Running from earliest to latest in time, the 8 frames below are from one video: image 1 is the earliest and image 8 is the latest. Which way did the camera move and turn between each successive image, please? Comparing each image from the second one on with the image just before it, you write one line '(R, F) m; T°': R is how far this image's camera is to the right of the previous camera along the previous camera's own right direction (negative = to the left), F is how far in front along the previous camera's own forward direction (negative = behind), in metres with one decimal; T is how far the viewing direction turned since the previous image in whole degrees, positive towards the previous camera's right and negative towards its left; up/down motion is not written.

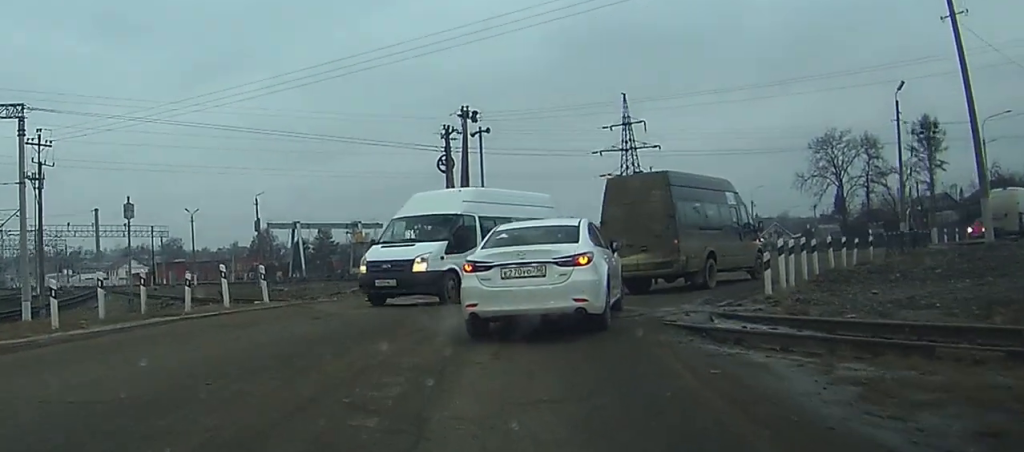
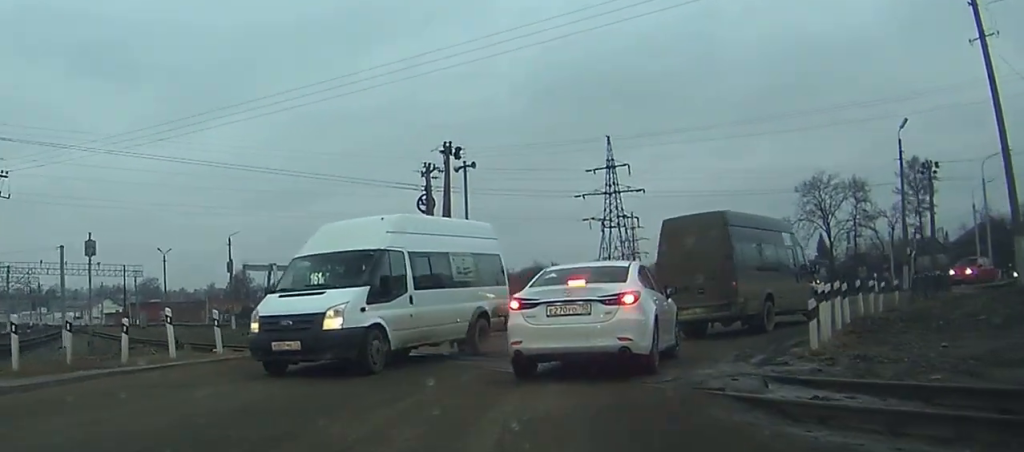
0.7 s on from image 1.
(0.0, +2.5) m; +2°
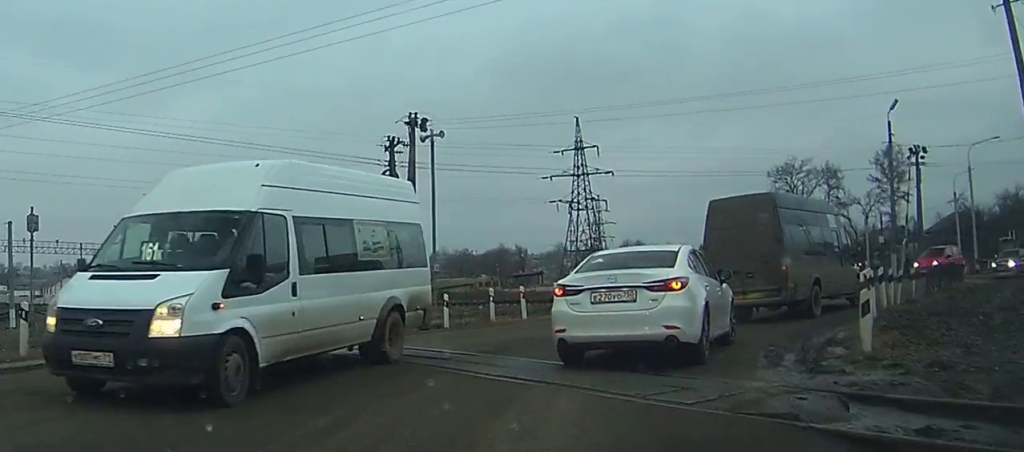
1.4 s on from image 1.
(0.0, +2.5) m; +2°
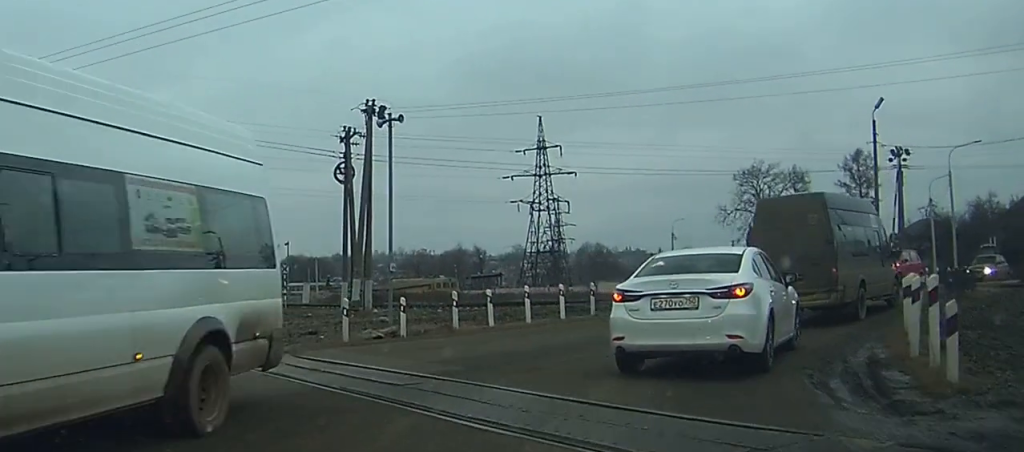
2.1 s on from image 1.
(0.0, +2.7) m; +3°
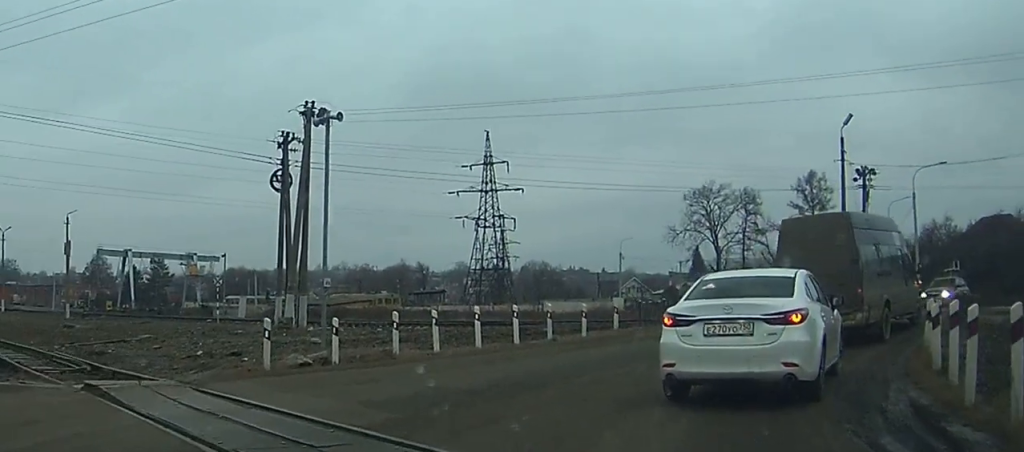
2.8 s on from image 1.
(+0.1, +2.9) m; +6°
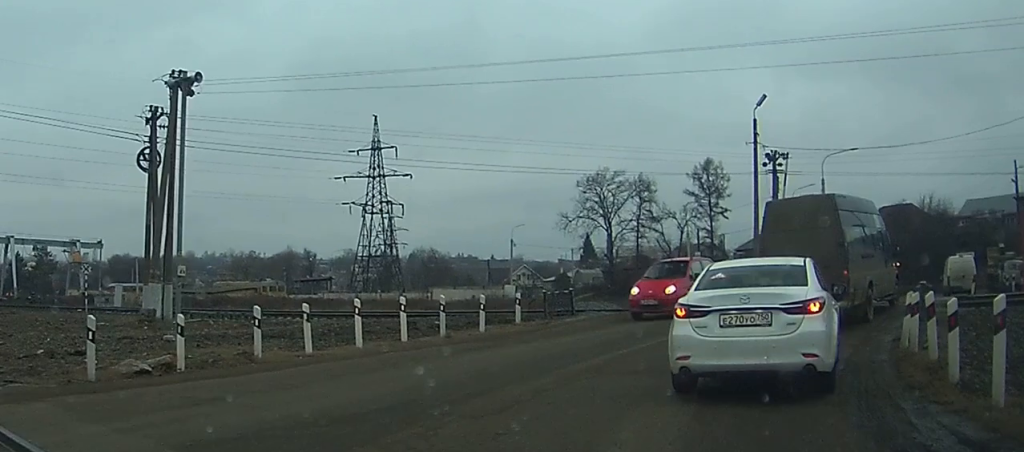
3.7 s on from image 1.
(+0.3, +3.9) m; +9°
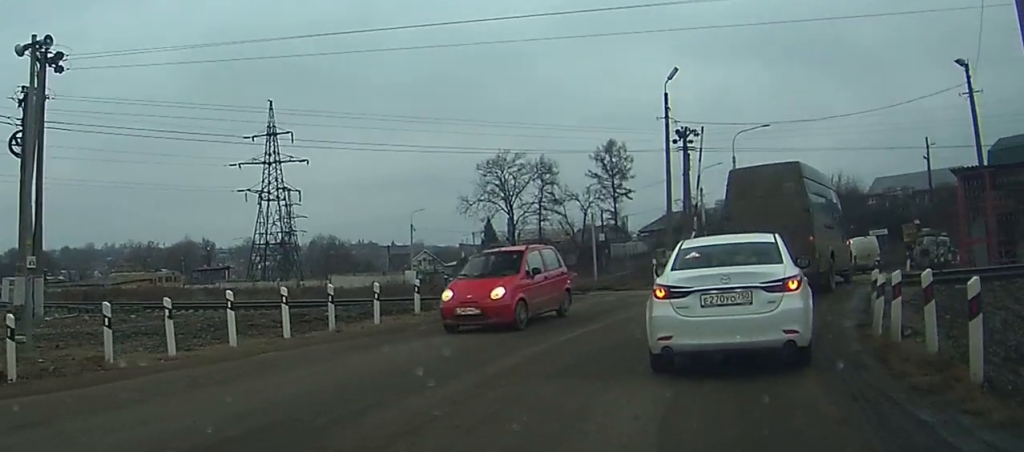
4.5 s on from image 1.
(+0.2, +3.0) m; +8°
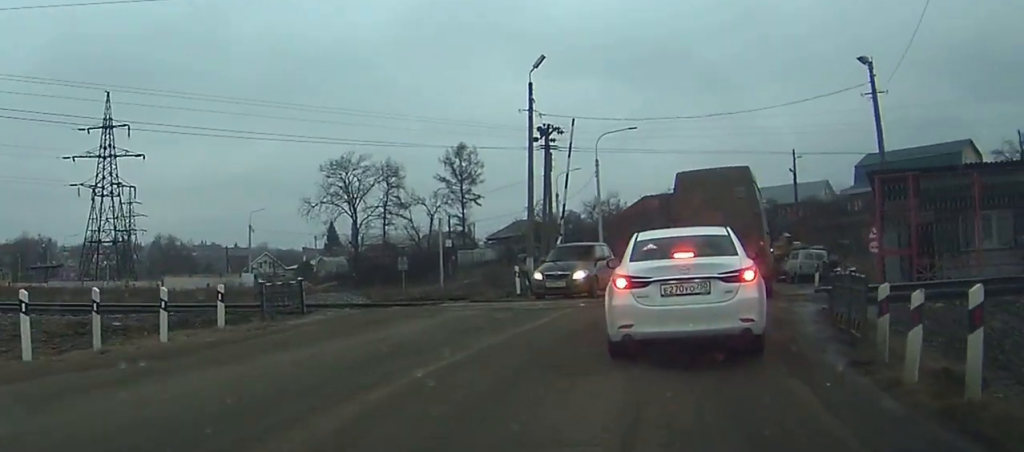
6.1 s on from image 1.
(+0.8, +5.3) m; +15°
